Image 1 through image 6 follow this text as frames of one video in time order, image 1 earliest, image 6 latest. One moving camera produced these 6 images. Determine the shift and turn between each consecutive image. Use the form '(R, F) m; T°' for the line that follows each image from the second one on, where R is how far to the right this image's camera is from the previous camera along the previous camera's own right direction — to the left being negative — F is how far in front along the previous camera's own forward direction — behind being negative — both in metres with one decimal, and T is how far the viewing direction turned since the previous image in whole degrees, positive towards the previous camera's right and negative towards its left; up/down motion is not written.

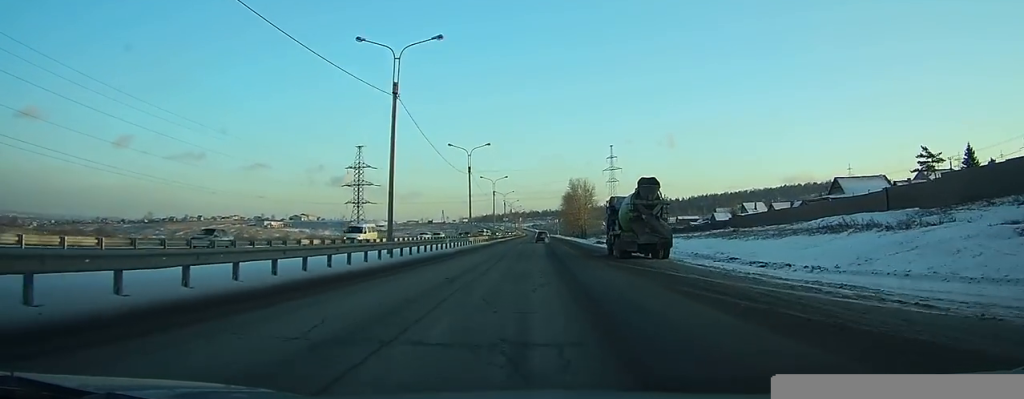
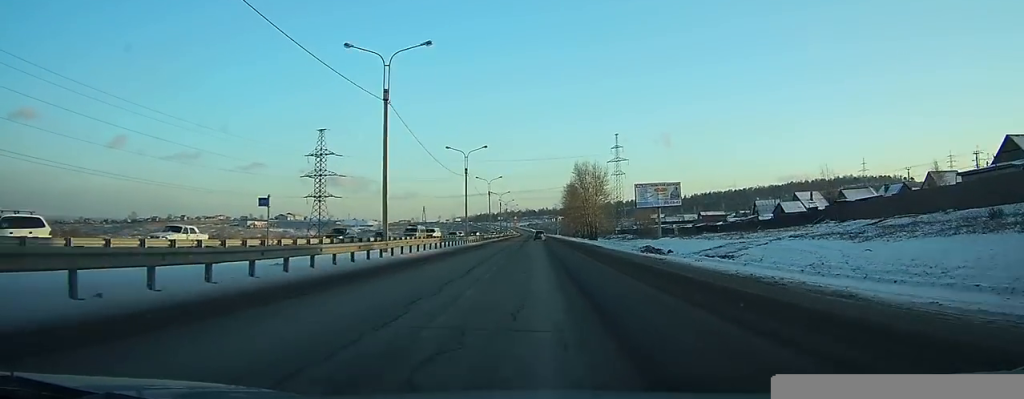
(0.0, +36.4) m; 0°
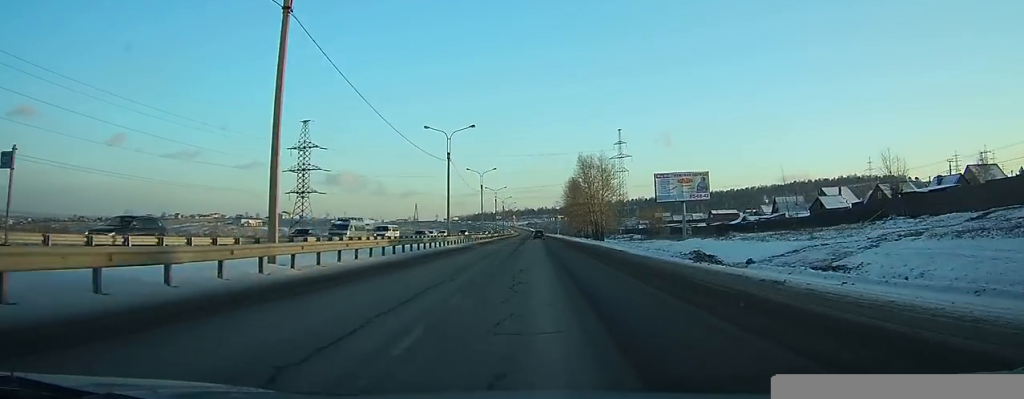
(0.0, +13.2) m; 0°
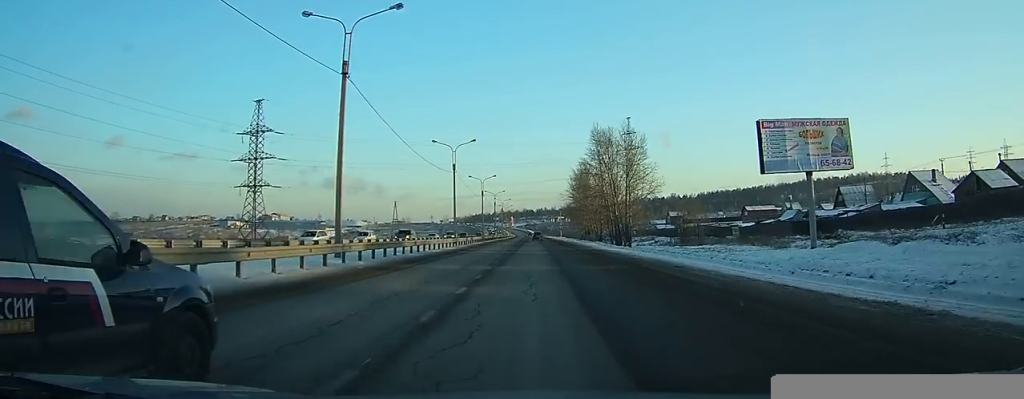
(0.0, +30.6) m; 0°
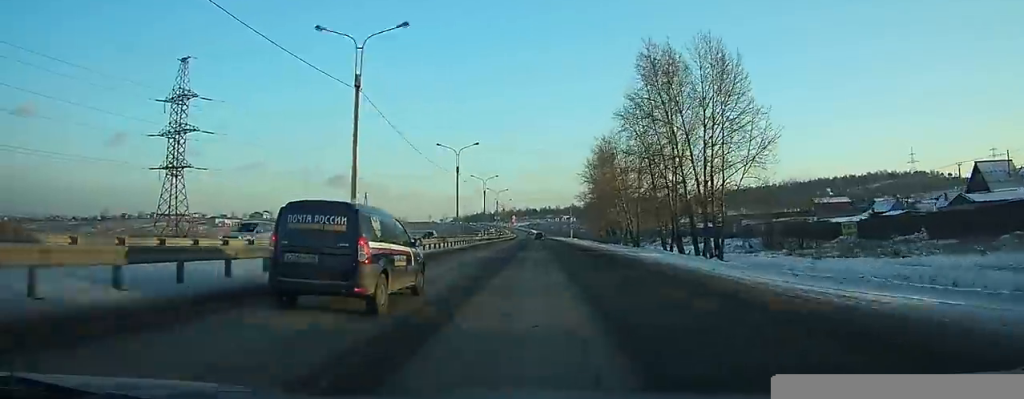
(+0.3, +36.3) m; 0°
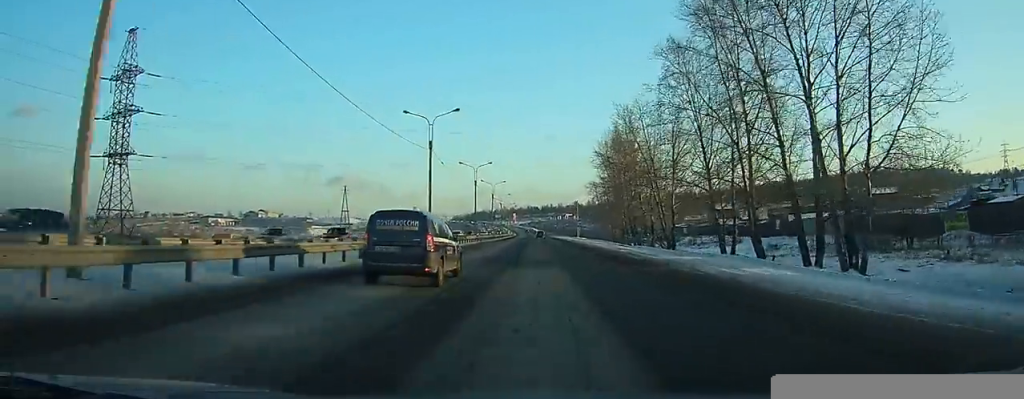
(-0.1, +17.7) m; -1°
